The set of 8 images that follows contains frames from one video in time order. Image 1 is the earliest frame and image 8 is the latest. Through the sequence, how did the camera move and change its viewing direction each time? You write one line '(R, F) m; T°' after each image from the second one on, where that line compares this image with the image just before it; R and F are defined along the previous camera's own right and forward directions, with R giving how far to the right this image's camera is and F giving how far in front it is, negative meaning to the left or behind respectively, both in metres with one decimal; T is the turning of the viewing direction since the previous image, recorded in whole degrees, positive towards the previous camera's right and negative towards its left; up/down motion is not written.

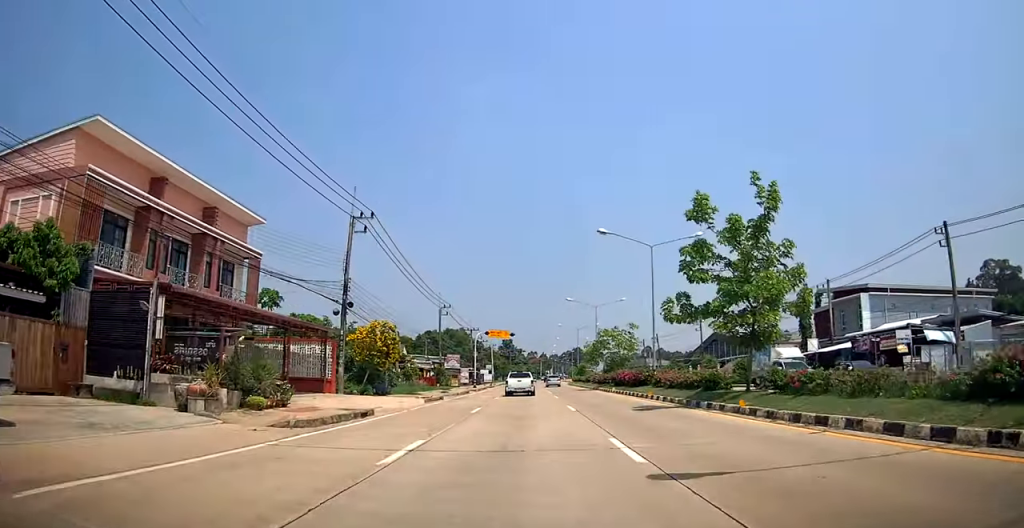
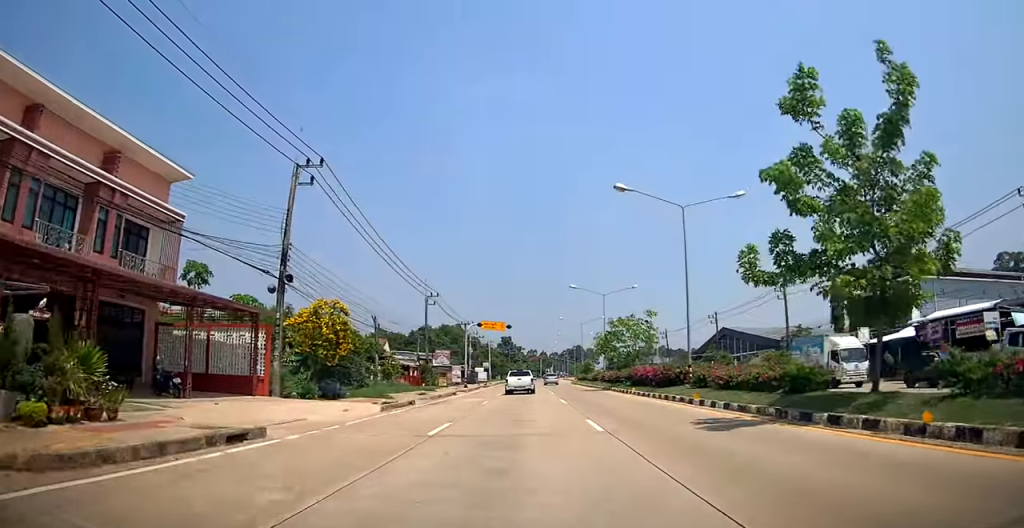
(0.0, +7.9) m; +1°
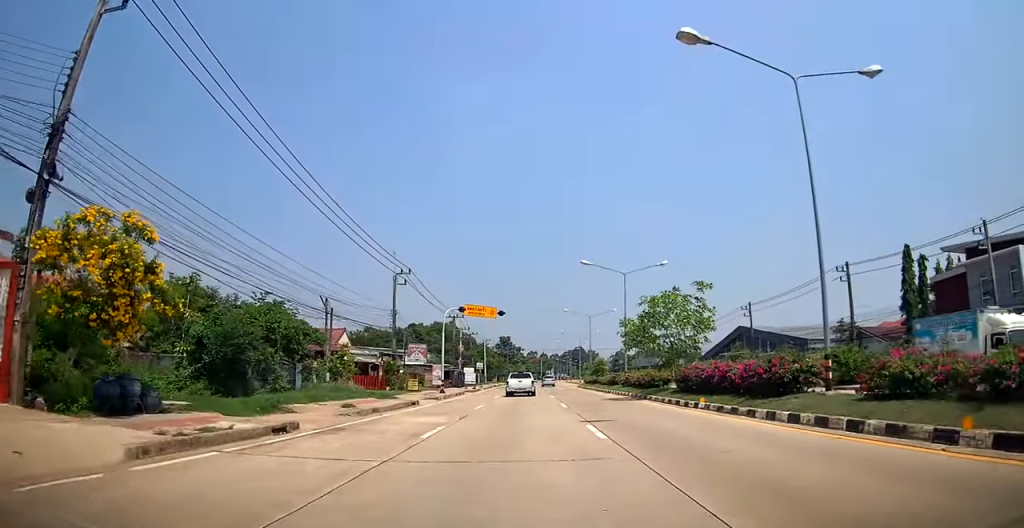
(+0.1, +12.9) m; +1°
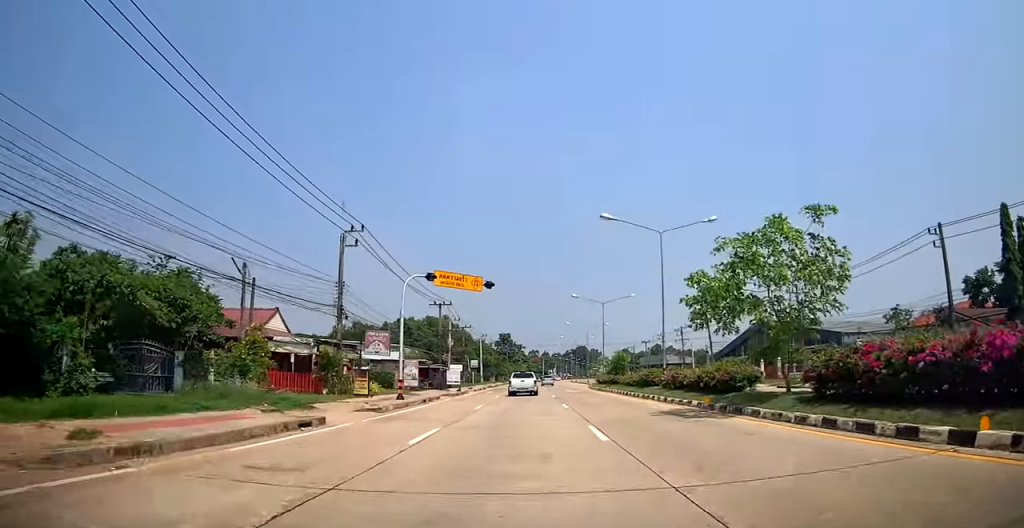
(0.0, +12.3) m; 0°
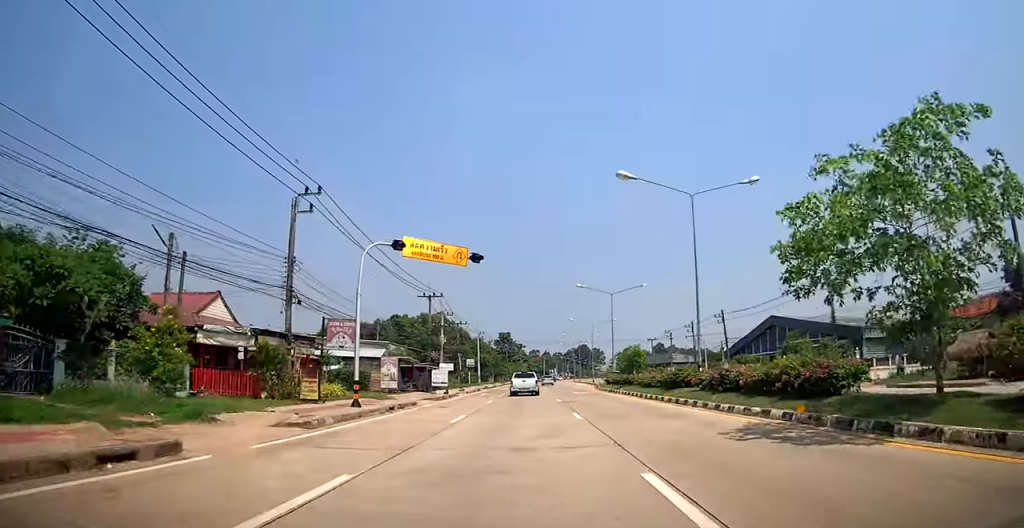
(-0.1, +6.5) m; 0°
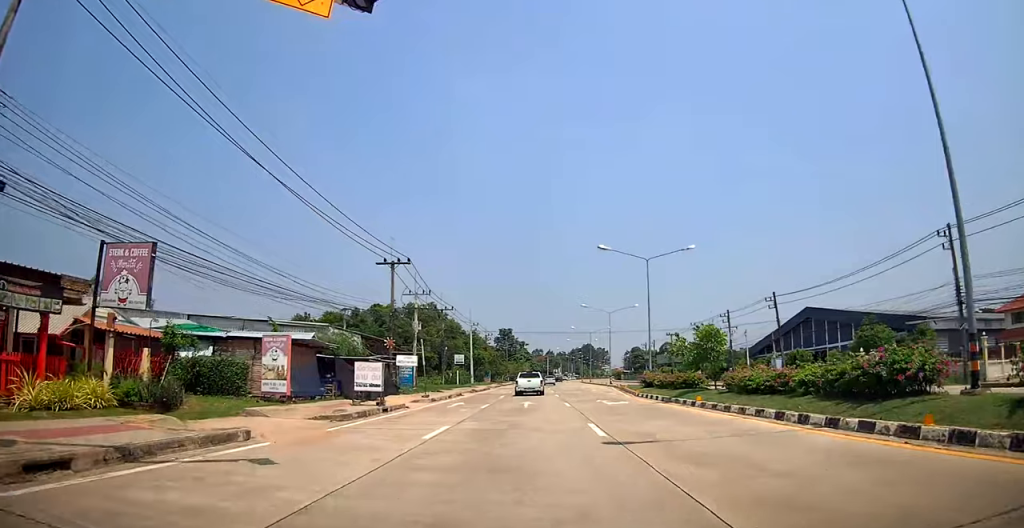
(+0.1, +15.9) m; -1°
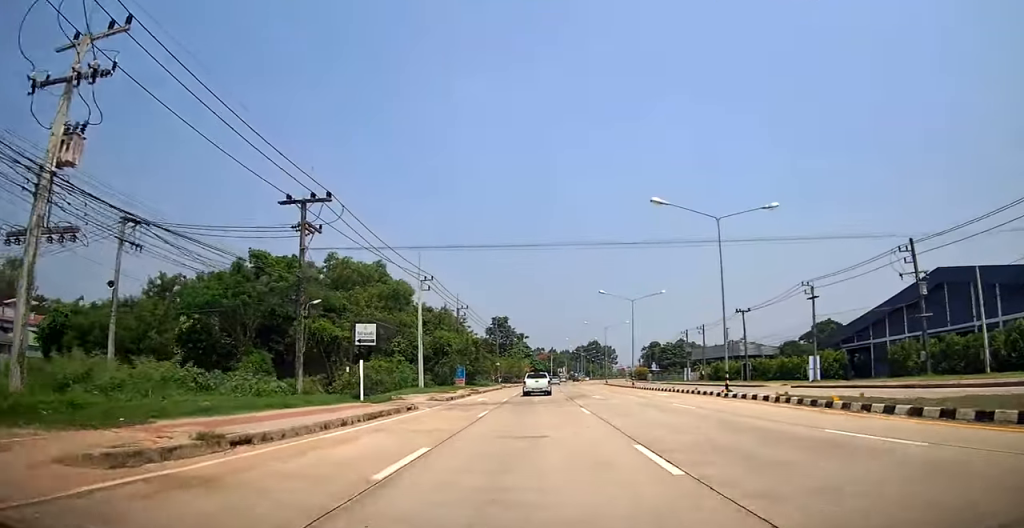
(-0.7, +40.3) m; -1°
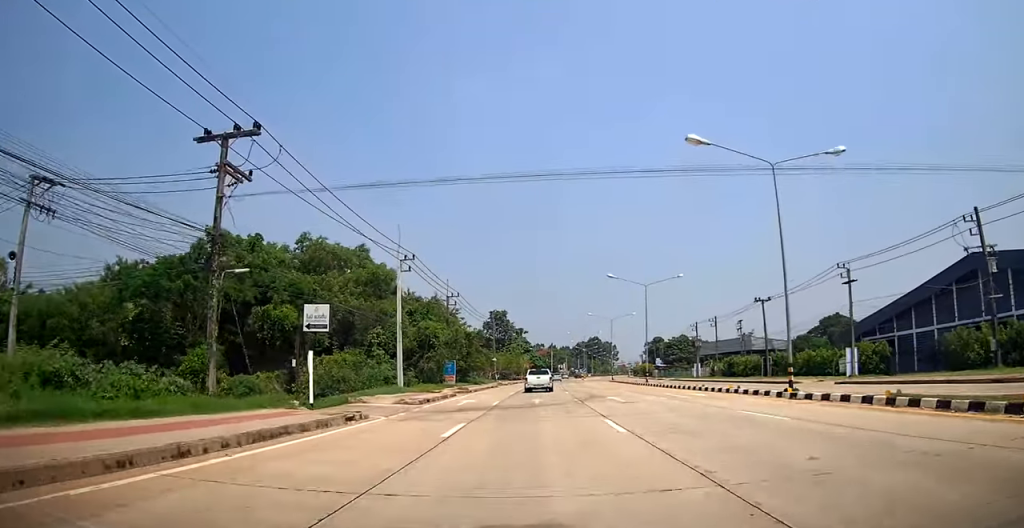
(0.0, +7.5) m; 0°
